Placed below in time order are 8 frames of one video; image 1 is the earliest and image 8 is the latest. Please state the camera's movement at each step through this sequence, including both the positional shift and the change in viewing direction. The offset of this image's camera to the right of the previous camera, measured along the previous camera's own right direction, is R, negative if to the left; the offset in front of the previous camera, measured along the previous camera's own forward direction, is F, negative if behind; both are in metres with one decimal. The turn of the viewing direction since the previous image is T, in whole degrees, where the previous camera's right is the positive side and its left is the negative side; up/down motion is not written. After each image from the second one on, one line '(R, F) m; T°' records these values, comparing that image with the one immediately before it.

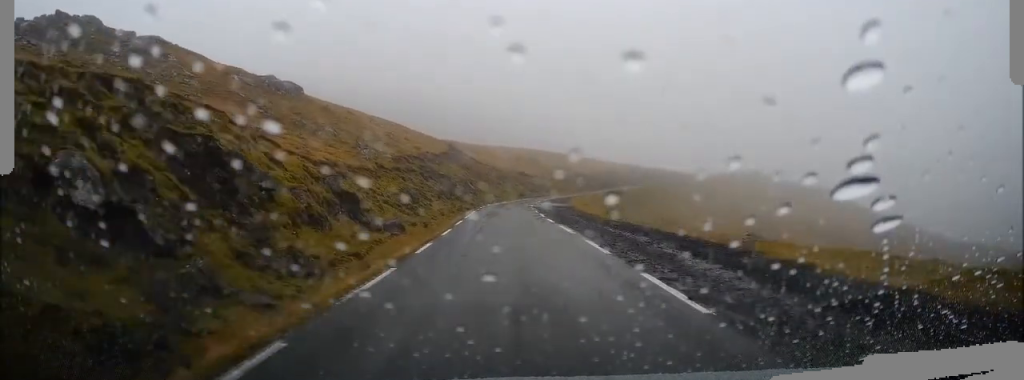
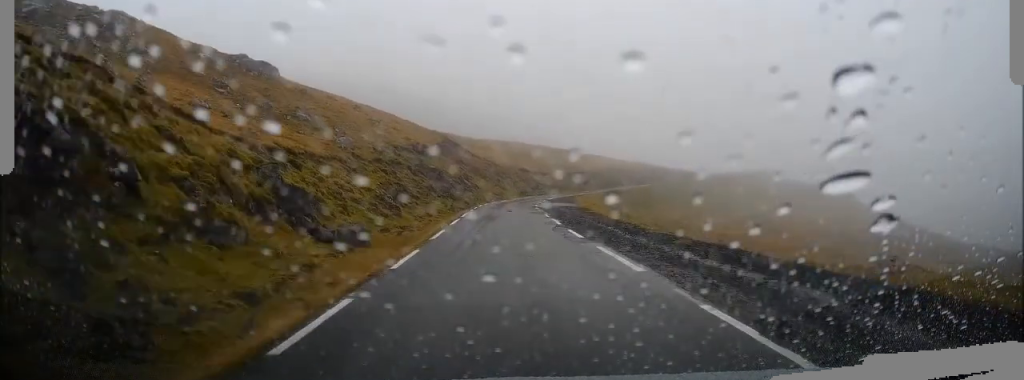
(+0.1, +8.1) m; +1°
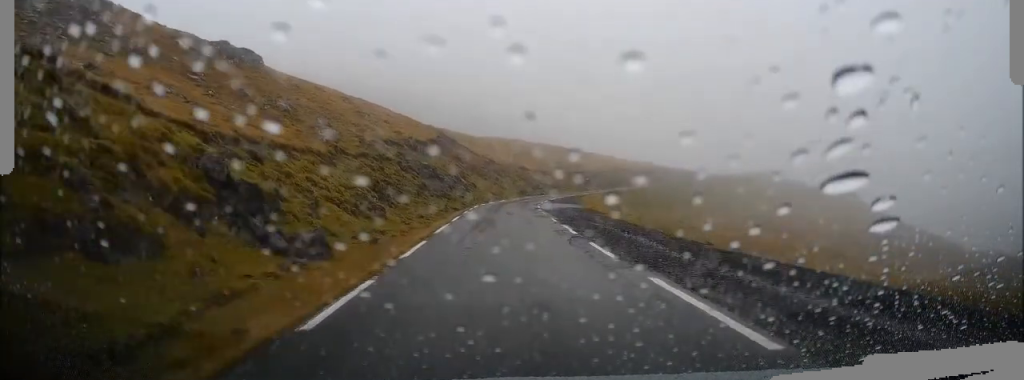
(0.0, +4.4) m; 0°
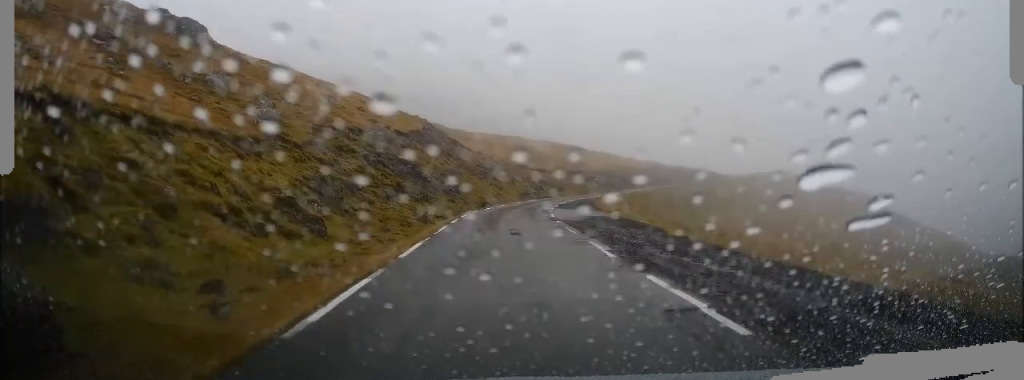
(0.0, +12.0) m; 0°
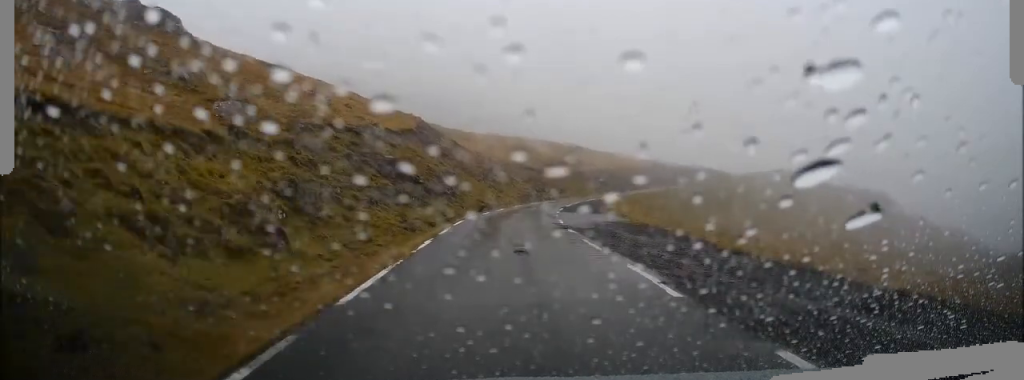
(0.0, +4.5) m; -1°
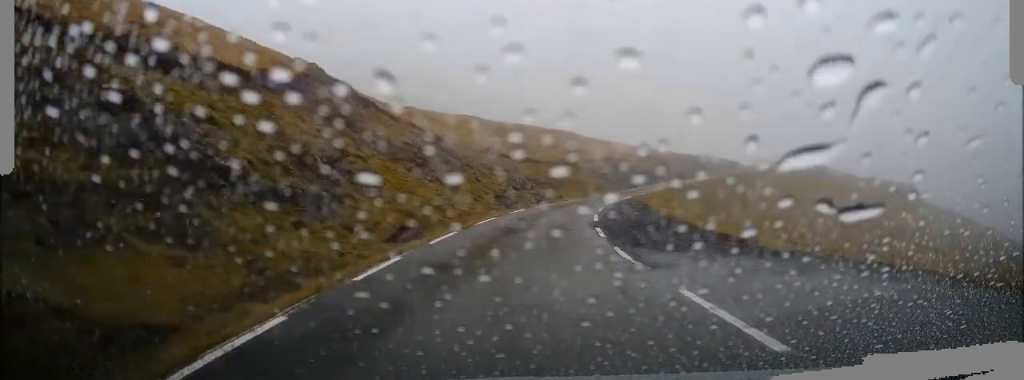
(-0.7, +28.2) m; 0°
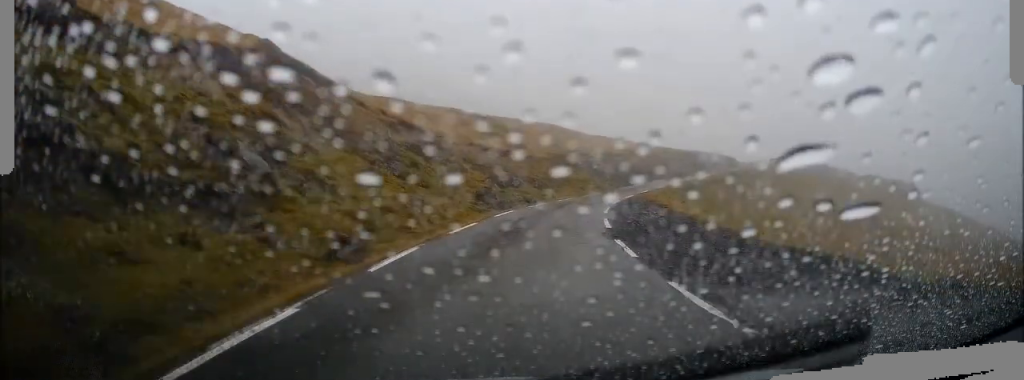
(+0.1, +5.6) m; +1°
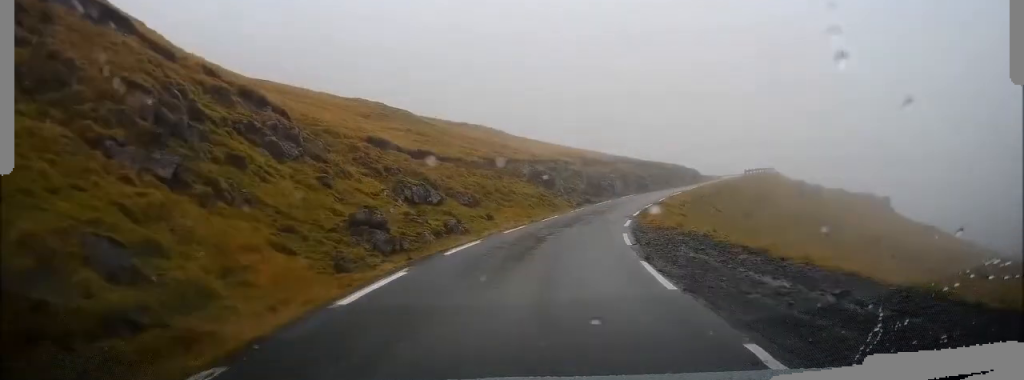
(+0.5, +15.3) m; +4°
